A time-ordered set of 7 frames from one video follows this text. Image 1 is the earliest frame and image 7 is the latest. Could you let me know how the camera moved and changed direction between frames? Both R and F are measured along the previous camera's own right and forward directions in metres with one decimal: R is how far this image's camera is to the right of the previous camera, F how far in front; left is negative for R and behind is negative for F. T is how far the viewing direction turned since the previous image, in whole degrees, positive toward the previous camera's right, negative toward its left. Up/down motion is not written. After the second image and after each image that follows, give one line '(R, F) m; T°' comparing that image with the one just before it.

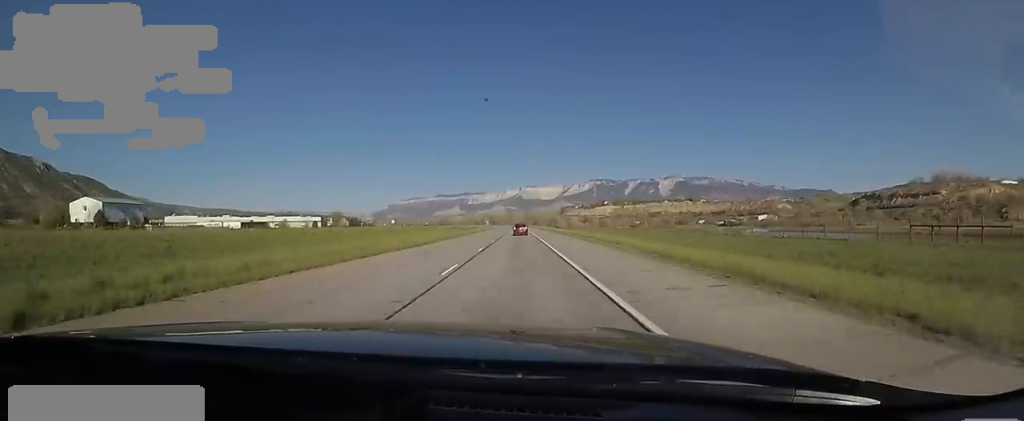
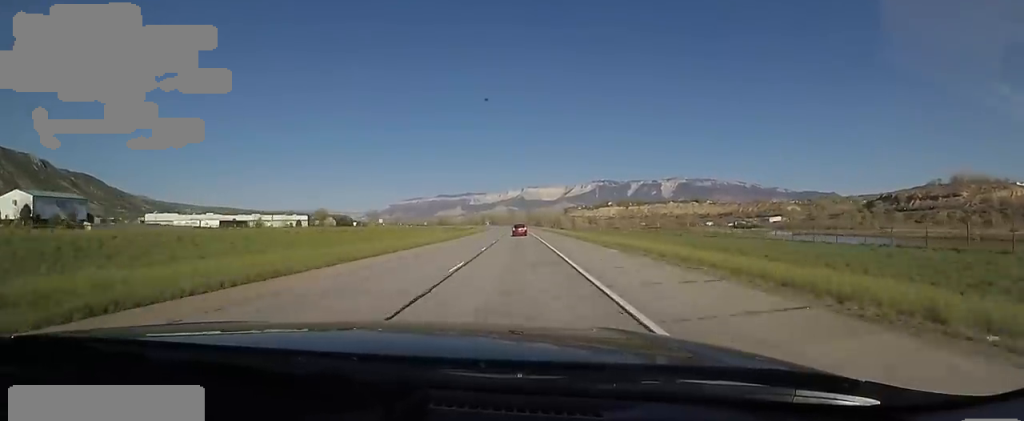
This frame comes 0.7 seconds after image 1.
(+0.5, +21.8) m; +1°
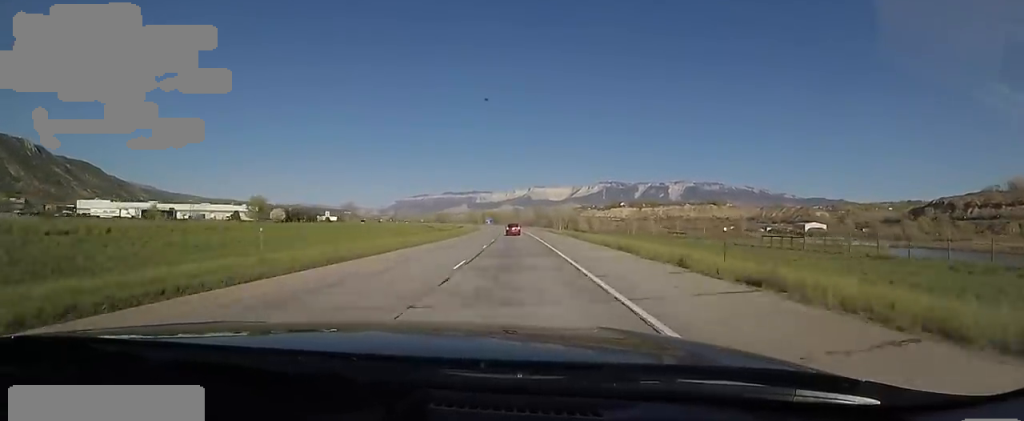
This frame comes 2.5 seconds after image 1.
(+0.1, +60.2) m; 0°
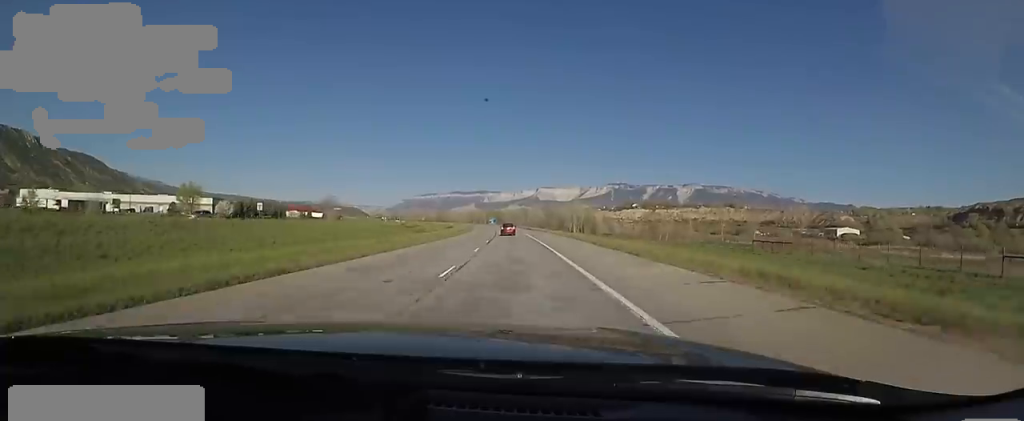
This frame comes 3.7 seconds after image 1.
(-1.0, +40.8) m; -4°
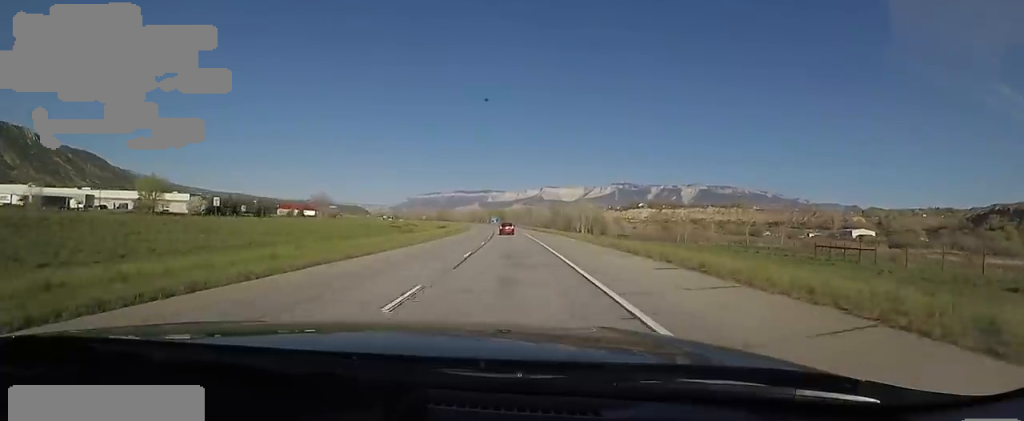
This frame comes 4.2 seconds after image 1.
(-0.6, +16.6) m; -1°
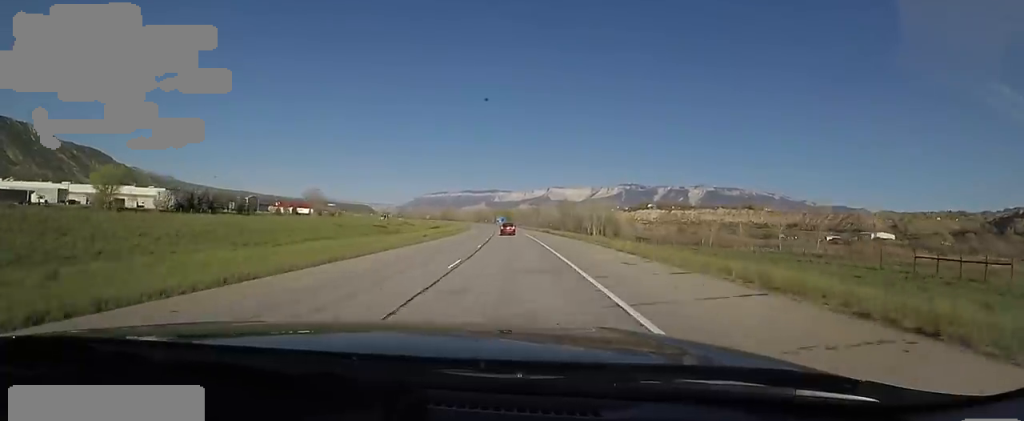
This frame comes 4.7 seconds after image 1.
(-0.2, +16.5) m; -1°
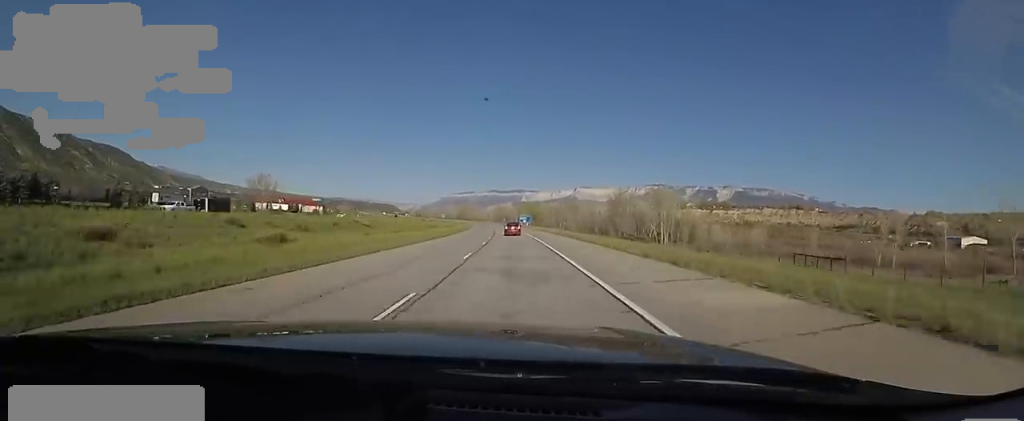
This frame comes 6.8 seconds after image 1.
(+0.1, +68.0) m; -1°
